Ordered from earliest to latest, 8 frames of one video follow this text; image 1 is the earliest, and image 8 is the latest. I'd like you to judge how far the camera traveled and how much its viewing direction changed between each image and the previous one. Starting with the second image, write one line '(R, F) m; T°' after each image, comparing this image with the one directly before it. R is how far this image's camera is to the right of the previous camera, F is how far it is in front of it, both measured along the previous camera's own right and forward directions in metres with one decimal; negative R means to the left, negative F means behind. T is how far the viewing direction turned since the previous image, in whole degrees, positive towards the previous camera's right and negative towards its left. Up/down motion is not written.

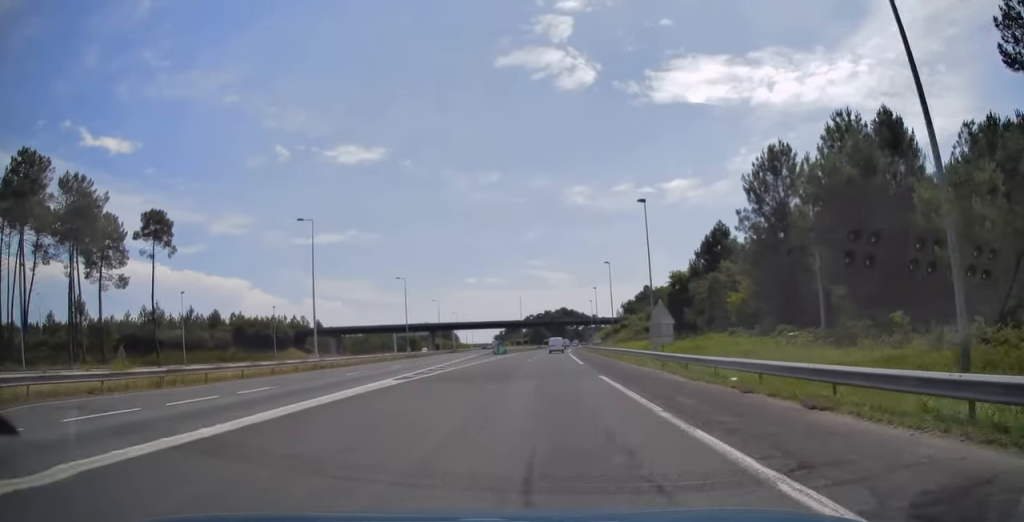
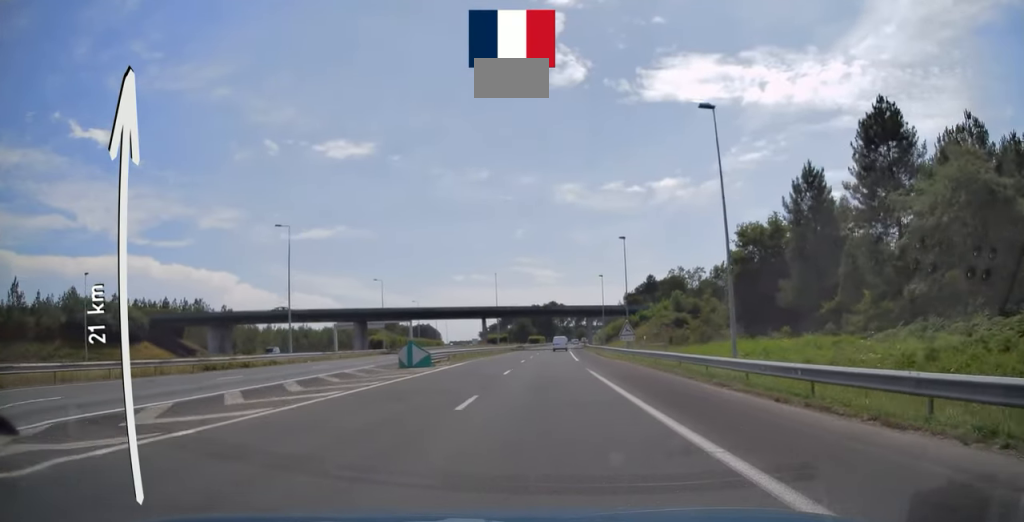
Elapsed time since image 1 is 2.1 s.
(+0.5, +47.3) m; +2°
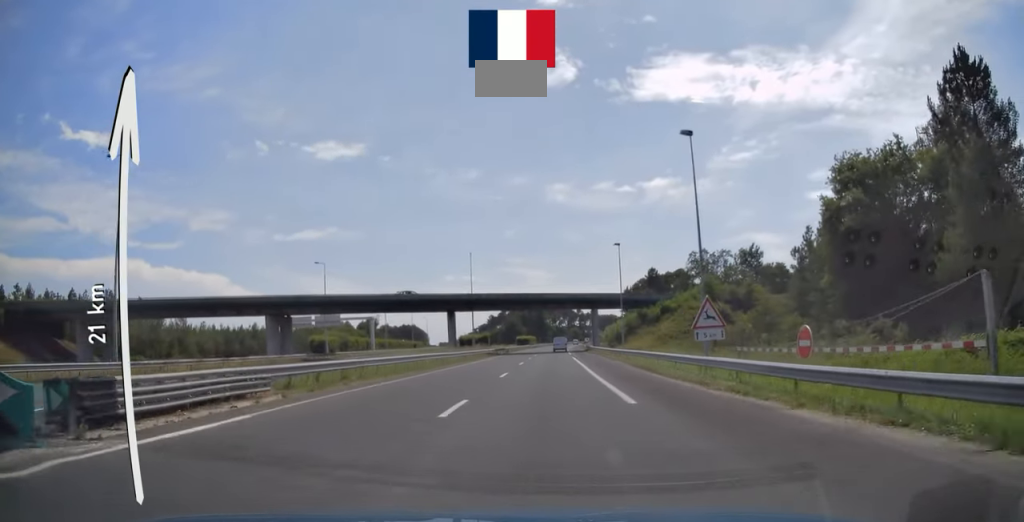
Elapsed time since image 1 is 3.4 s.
(+0.1, +27.3) m; 0°
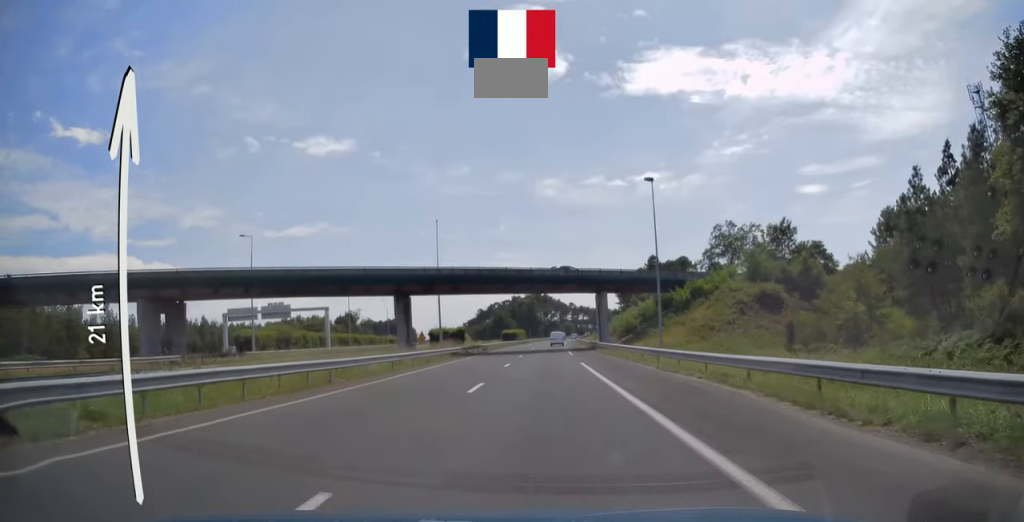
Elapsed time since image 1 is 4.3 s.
(0.0, +21.6) m; +1°
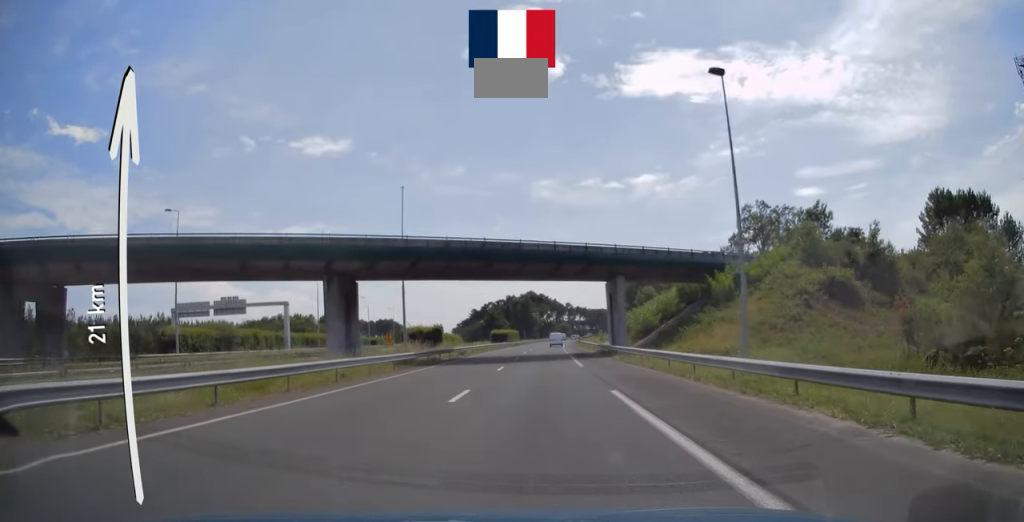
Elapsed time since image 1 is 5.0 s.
(+0.2, +15.3) m; +1°
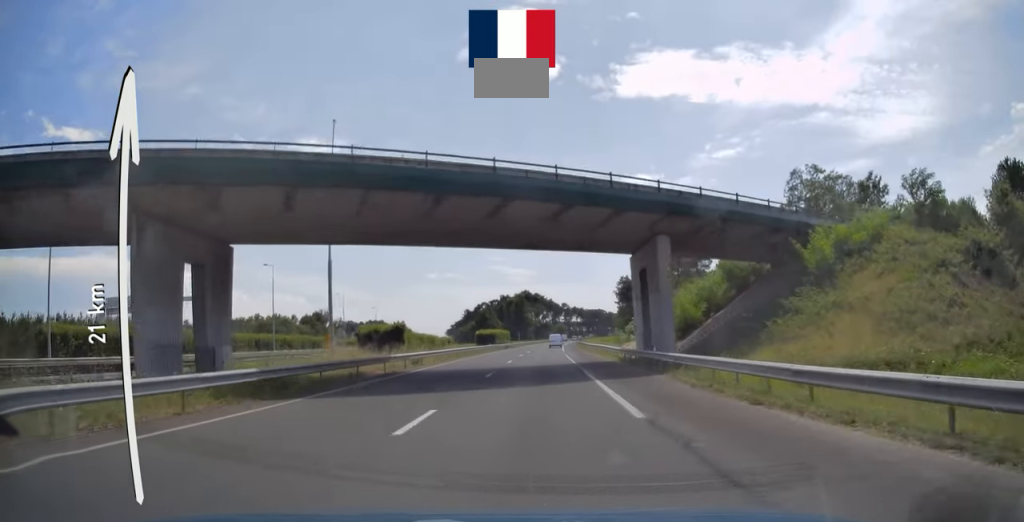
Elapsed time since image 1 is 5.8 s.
(+0.1, +17.2) m; 0°
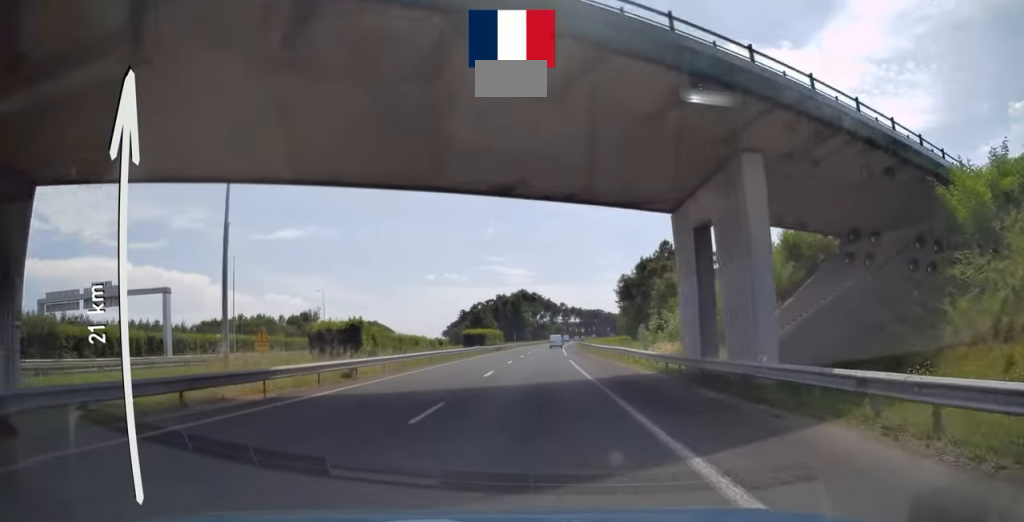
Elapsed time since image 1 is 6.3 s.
(+0.1, +11.9) m; 0°
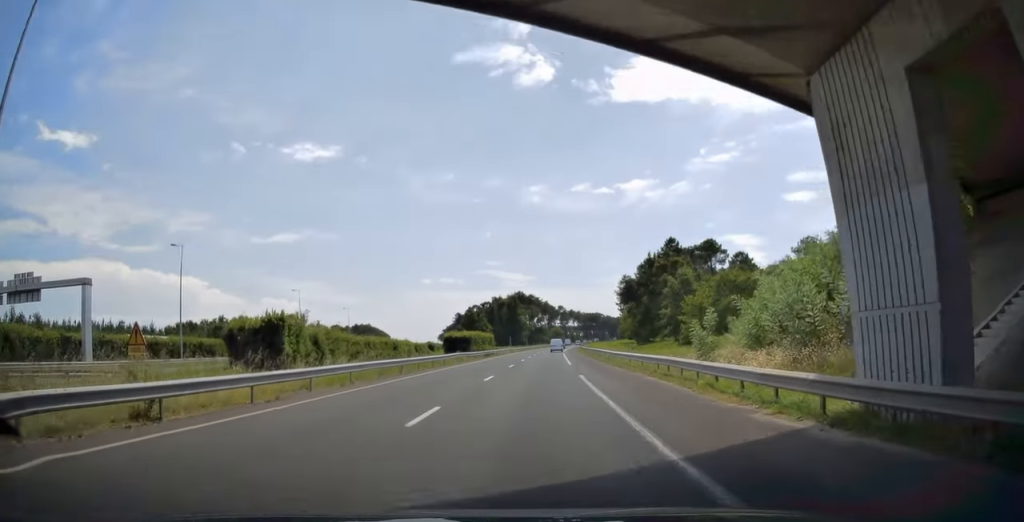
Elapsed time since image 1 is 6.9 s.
(-0.1, +12.7) m; 0°
